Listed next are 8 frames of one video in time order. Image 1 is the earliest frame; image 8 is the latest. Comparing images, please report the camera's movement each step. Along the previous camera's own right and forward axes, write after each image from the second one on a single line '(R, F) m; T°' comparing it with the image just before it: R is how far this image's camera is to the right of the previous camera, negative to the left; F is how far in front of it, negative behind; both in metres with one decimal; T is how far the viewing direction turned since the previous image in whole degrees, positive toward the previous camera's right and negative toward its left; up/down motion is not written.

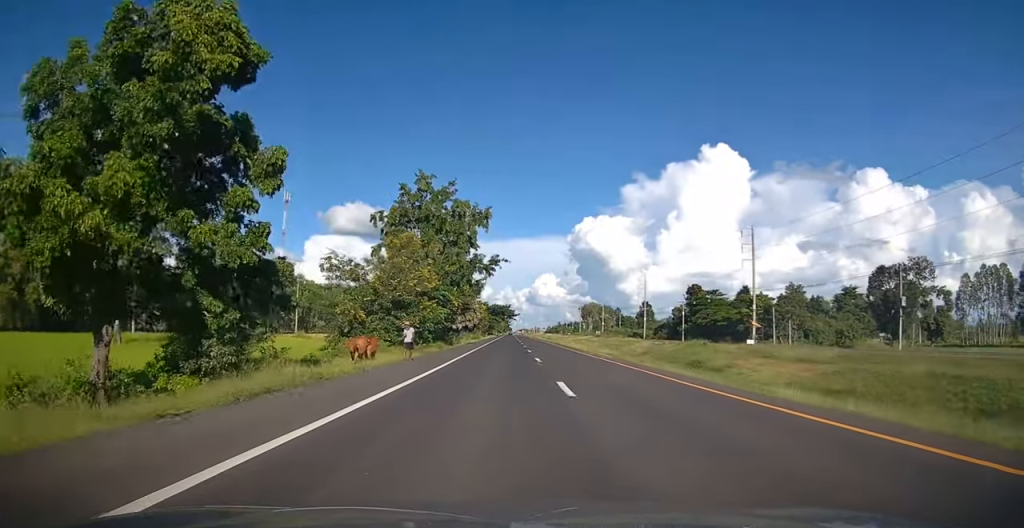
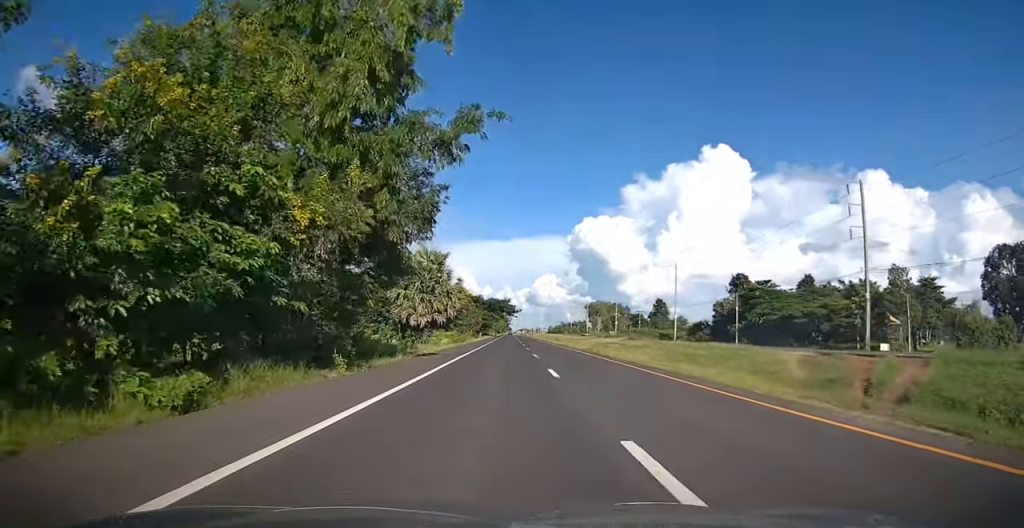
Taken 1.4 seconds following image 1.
(+0.2, +31.8) m; 0°
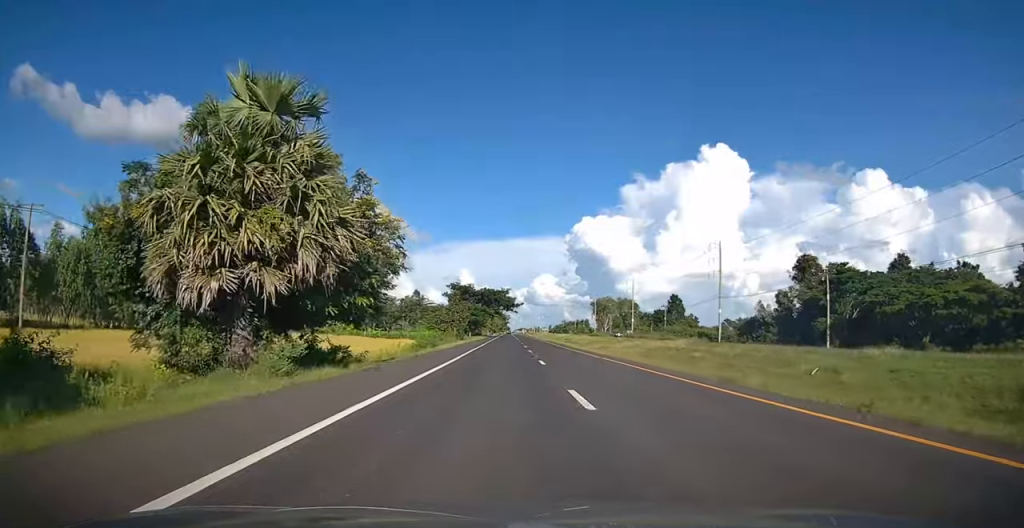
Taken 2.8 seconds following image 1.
(-0.2, +30.4) m; 0°
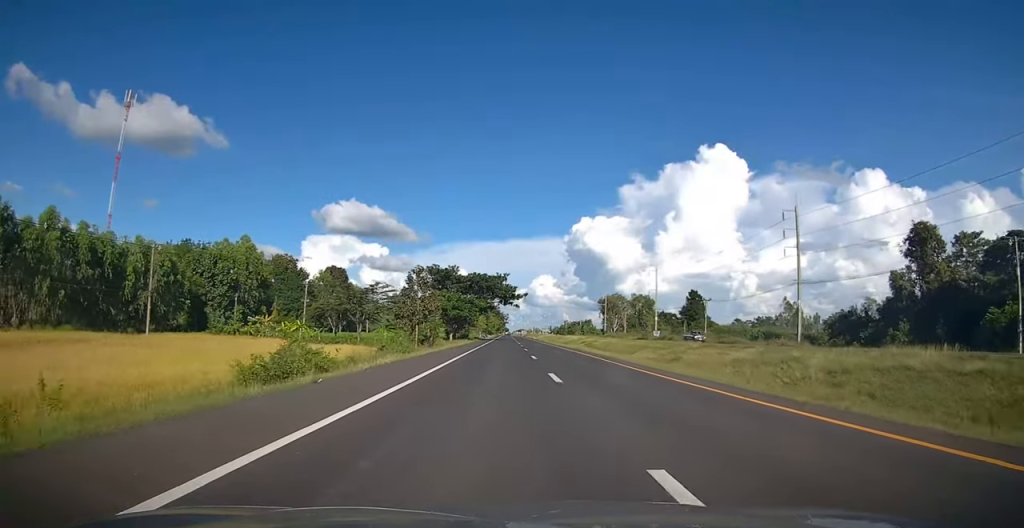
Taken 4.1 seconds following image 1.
(-0.1, +30.9) m; 0°
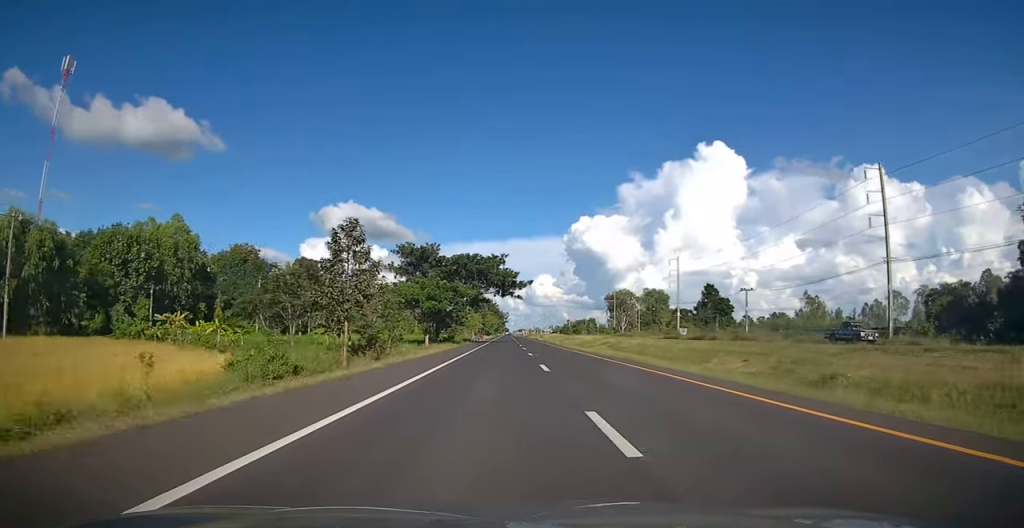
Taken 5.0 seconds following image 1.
(+0.1, +20.4) m; 0°
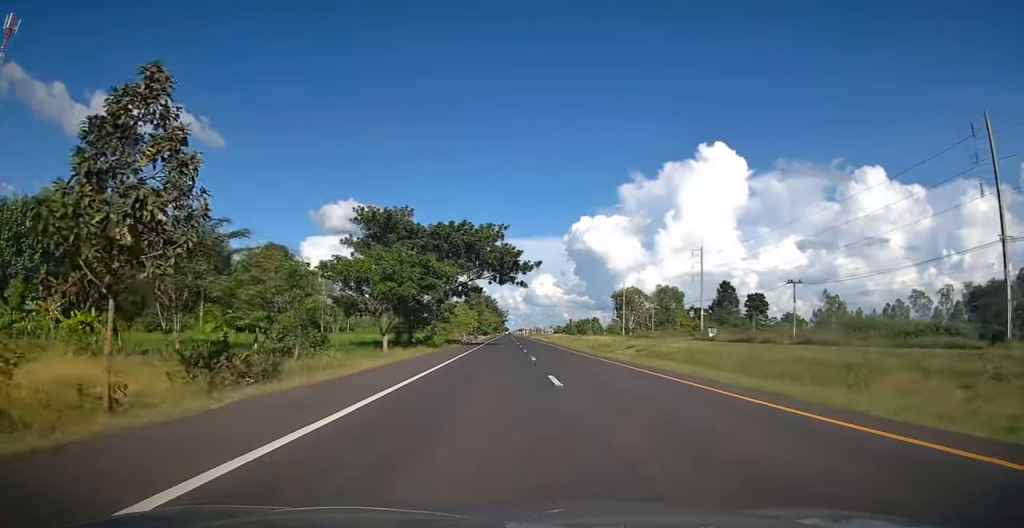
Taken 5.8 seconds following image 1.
(0.0, +16.6) m; 0°
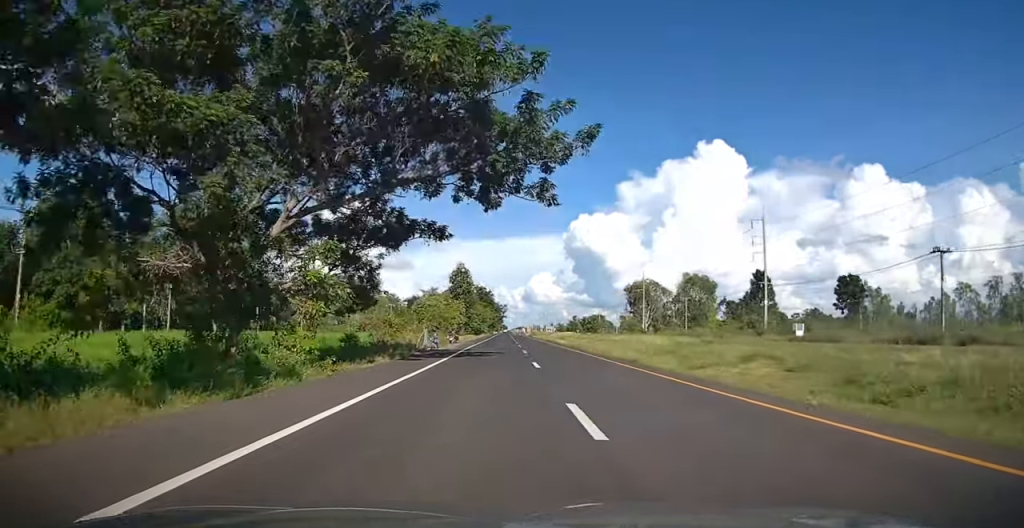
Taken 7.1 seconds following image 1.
(0.0, +30.2) m; 0°
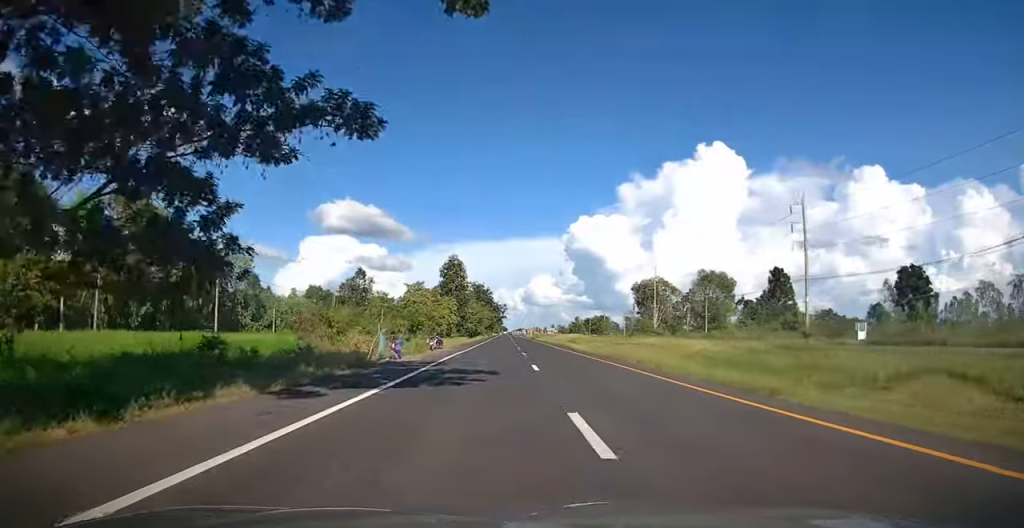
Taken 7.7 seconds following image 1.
(0.0, +12.9) m; 0°
